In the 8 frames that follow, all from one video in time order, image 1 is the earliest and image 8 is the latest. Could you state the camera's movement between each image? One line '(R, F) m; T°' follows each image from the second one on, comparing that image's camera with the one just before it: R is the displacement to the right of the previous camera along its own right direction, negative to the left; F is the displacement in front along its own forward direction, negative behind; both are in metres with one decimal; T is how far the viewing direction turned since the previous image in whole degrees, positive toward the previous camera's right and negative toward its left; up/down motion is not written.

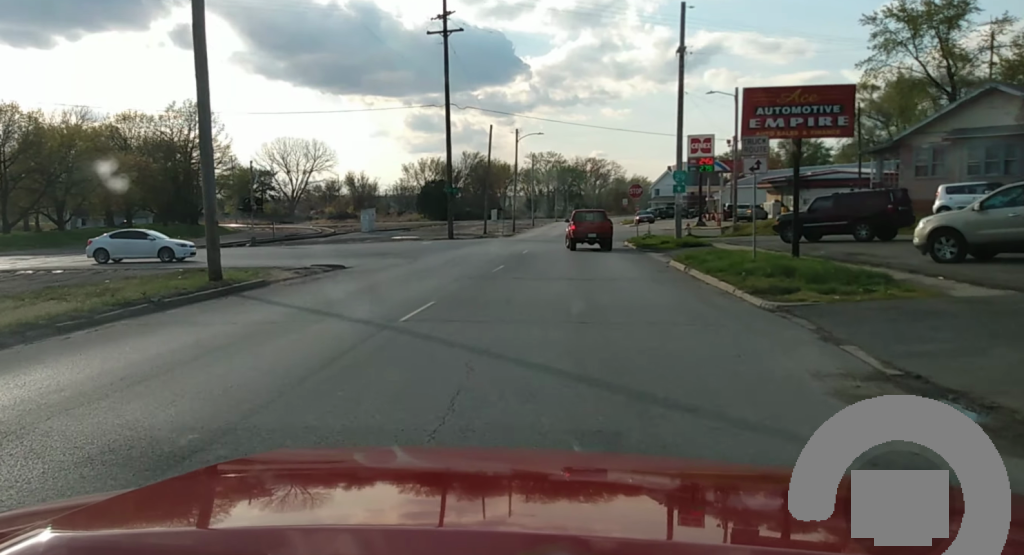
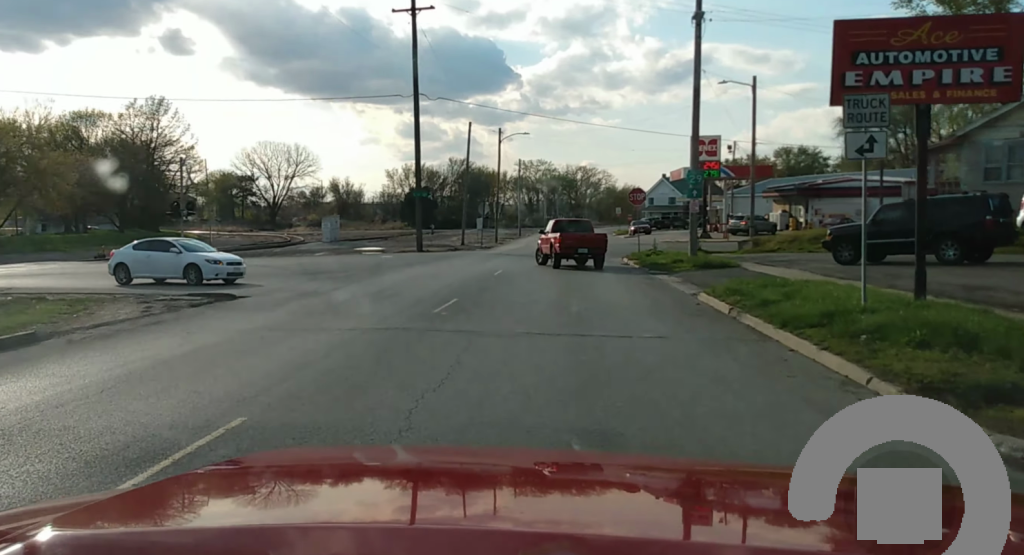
(-0.2, +9.7) m; -1°
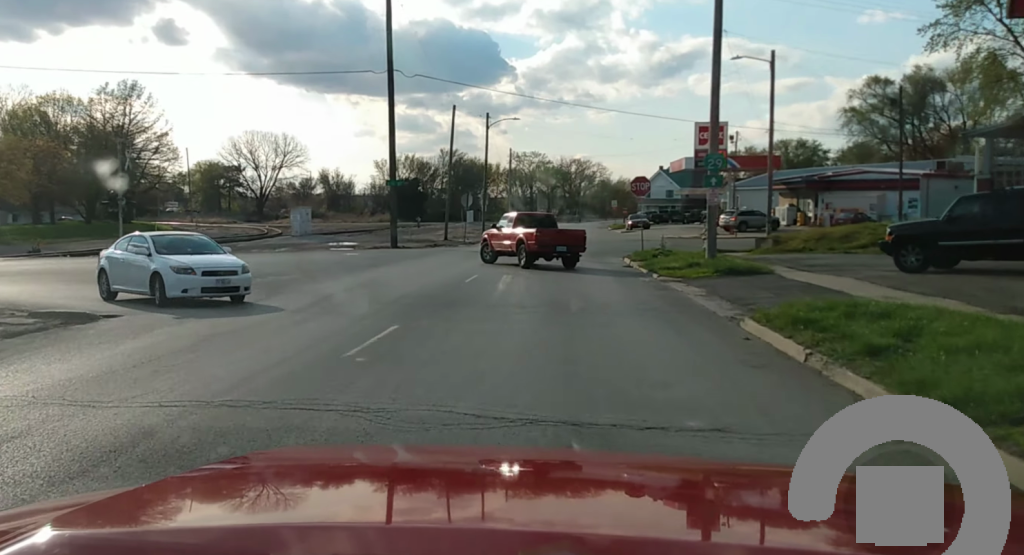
(0.0, +6.1) m; +1°
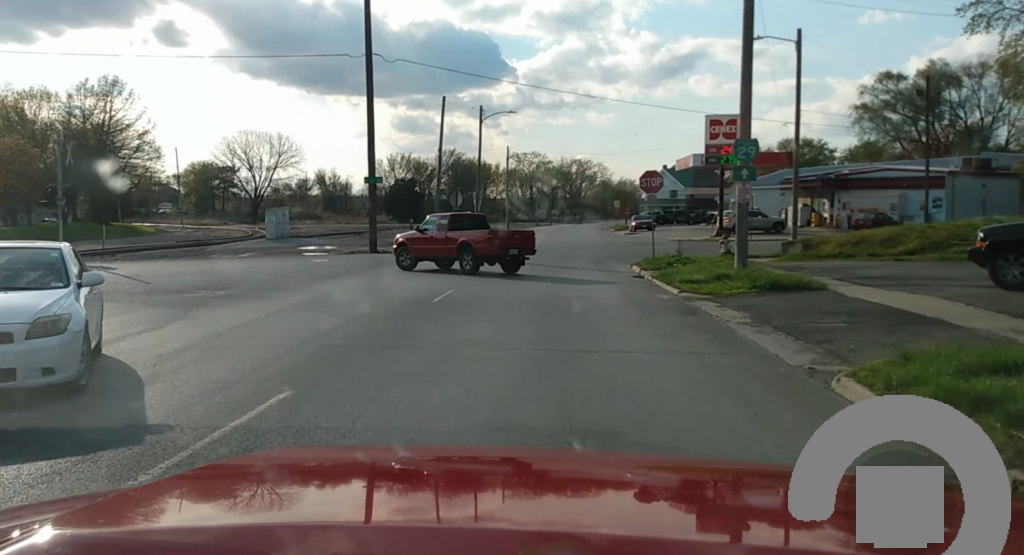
(+0.1, +5.6) m; -1°
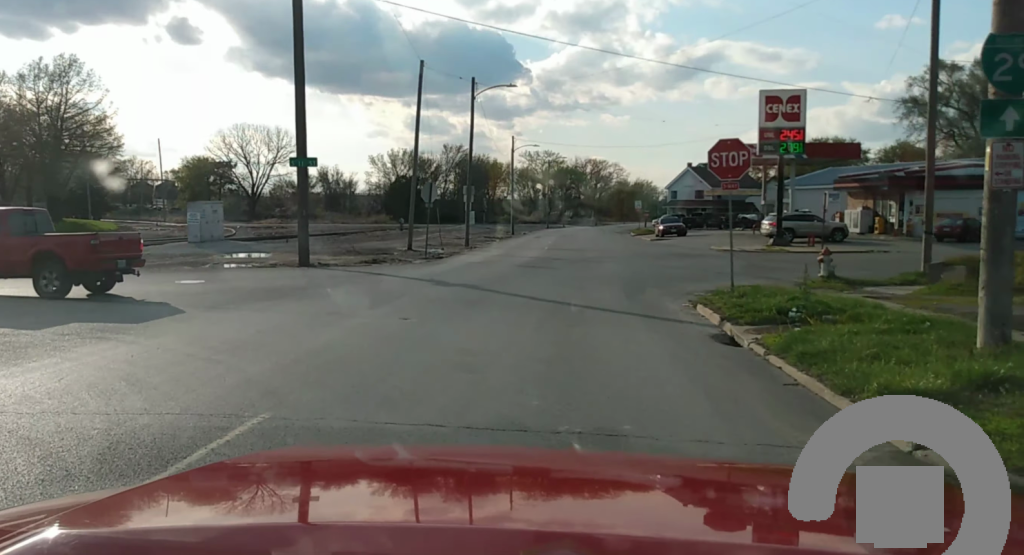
(+0.1, +13.2) m; +1°
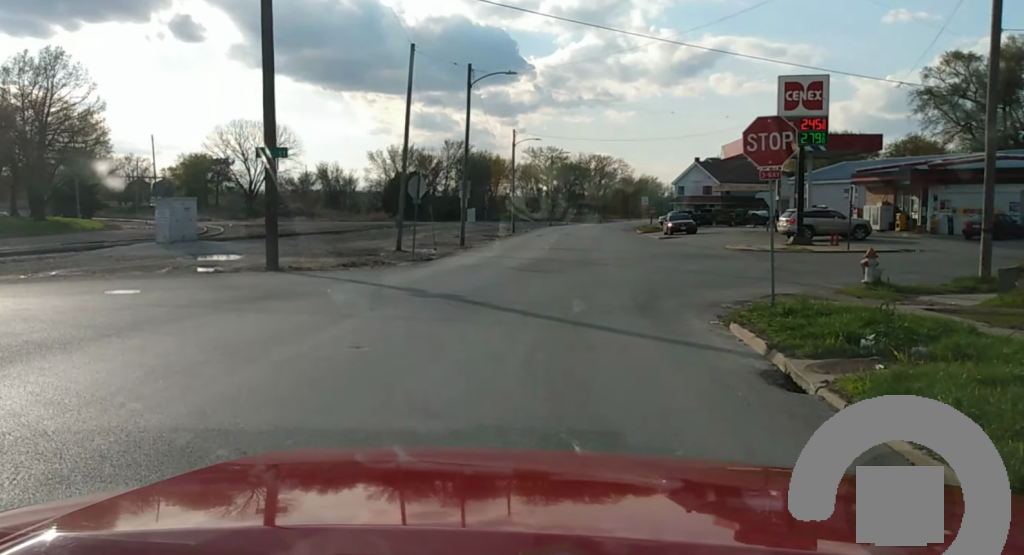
(-0.1, +3.1) m; -3°
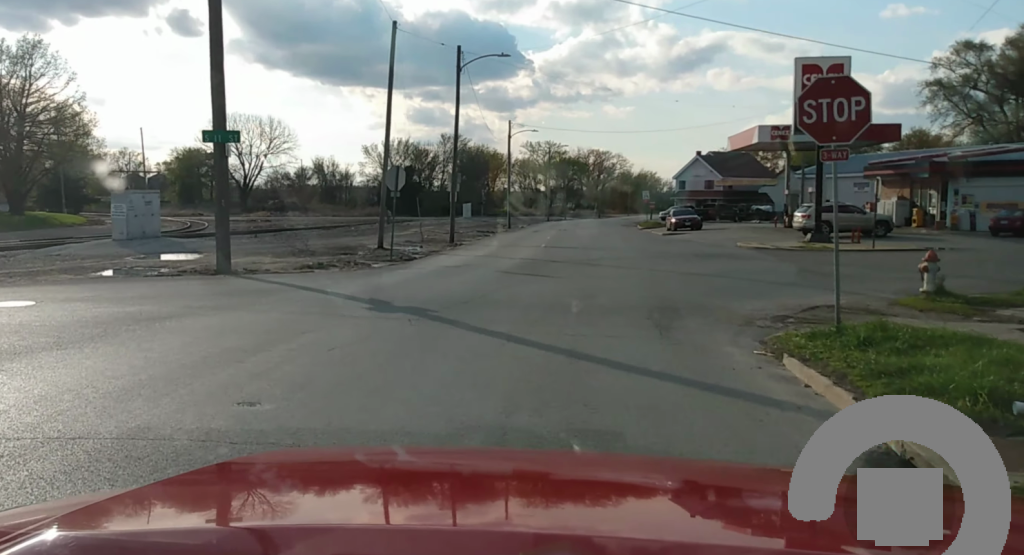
(-0.1, +3.7) m; -6°
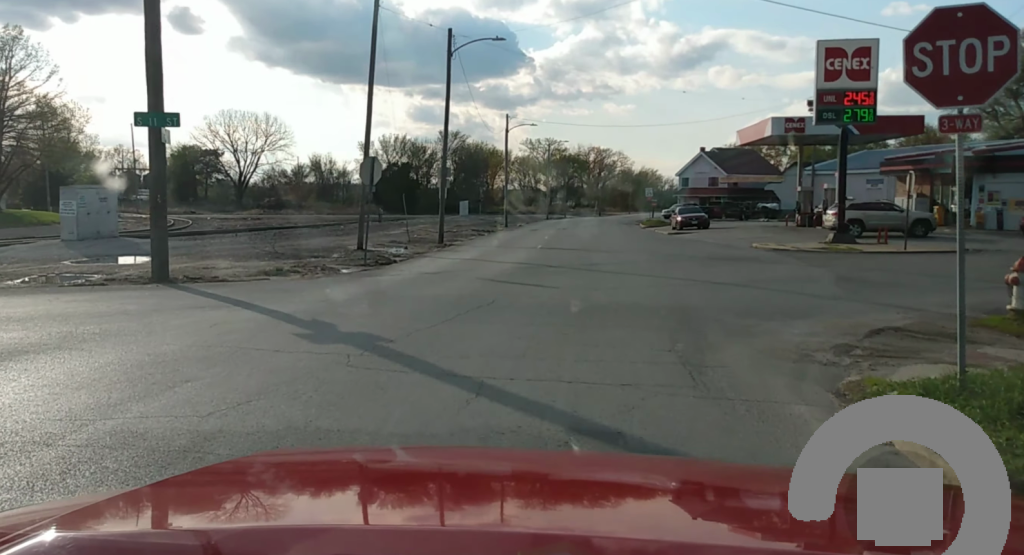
(-0.3, +3.3) m; -1°
